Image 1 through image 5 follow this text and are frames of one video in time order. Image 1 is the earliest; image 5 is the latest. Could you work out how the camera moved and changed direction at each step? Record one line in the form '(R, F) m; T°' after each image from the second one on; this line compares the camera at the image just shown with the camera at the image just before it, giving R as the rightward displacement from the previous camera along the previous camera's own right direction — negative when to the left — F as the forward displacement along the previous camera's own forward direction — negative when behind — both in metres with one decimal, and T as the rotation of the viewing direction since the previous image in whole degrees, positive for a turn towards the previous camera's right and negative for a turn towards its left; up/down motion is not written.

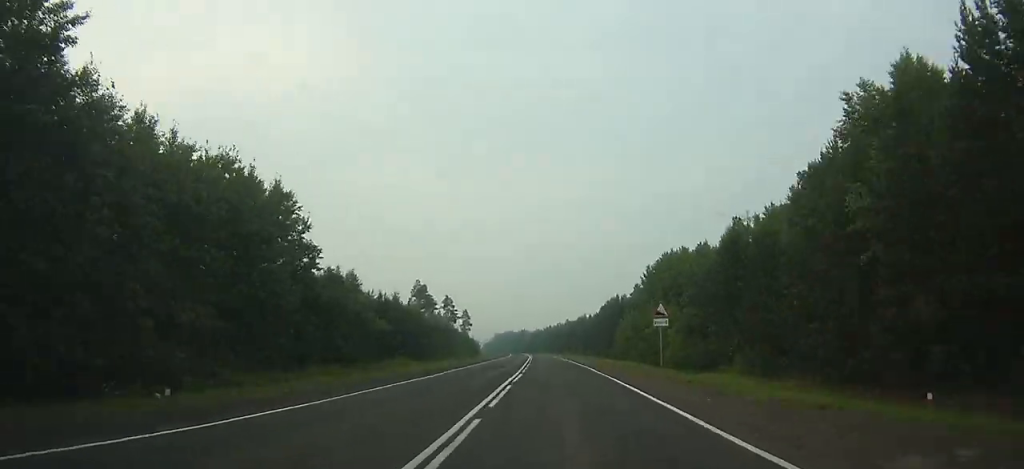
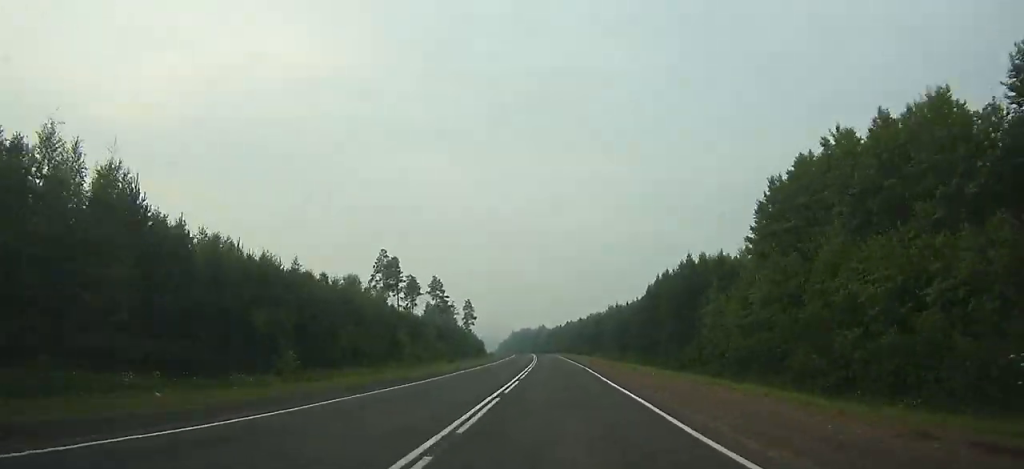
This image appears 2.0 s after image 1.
(-0.7, +51.7) m; -2°
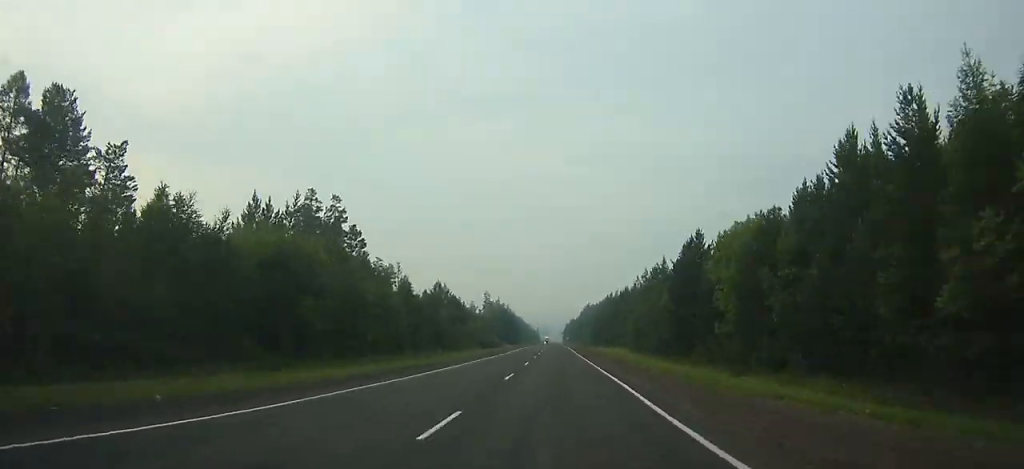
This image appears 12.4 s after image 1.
(-18.0, +285.6) m; -7°
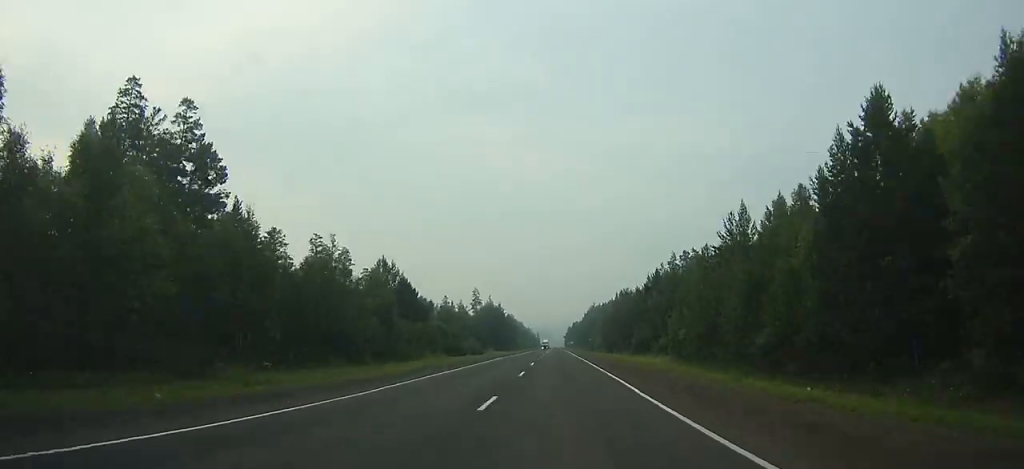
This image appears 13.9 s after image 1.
(-0.3, +43.4) m; -1°
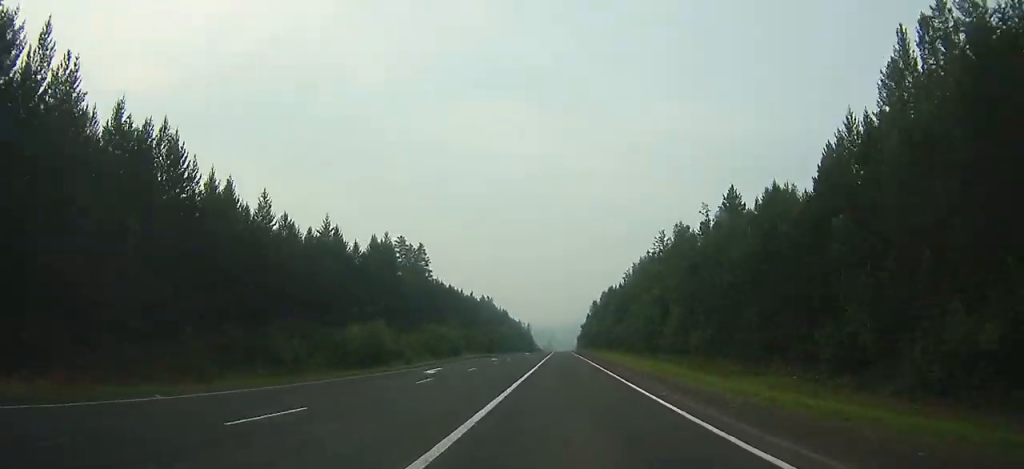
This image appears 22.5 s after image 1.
(-1.6, +243.1) m; 0°
